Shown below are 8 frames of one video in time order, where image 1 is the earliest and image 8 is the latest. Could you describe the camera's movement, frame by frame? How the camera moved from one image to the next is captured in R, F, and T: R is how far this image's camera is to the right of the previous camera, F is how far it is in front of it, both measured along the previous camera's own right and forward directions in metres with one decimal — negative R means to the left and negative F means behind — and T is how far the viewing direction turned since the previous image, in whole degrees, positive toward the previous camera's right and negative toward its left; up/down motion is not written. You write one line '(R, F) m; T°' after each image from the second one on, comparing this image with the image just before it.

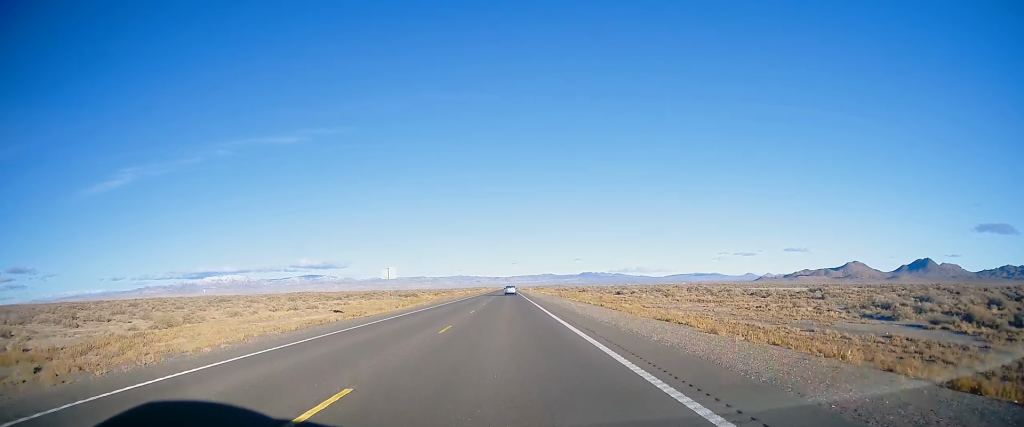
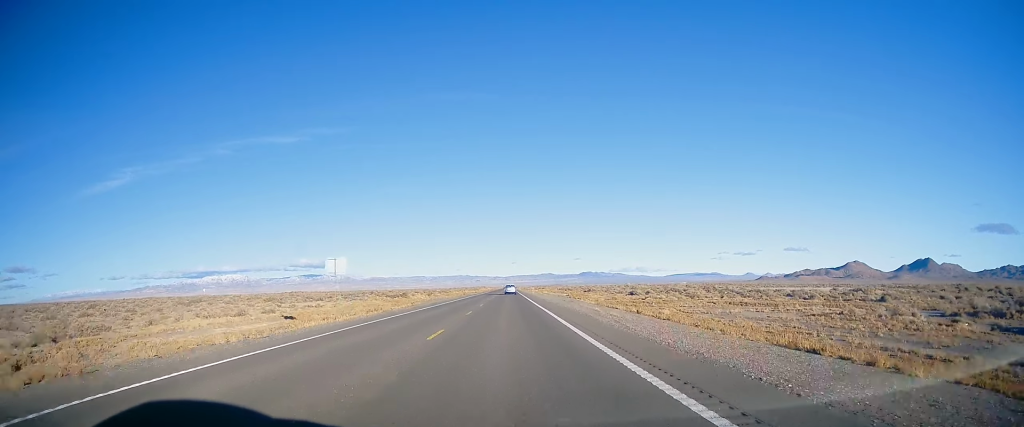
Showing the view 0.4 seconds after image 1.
(-0.2, +14.3) m; 0°
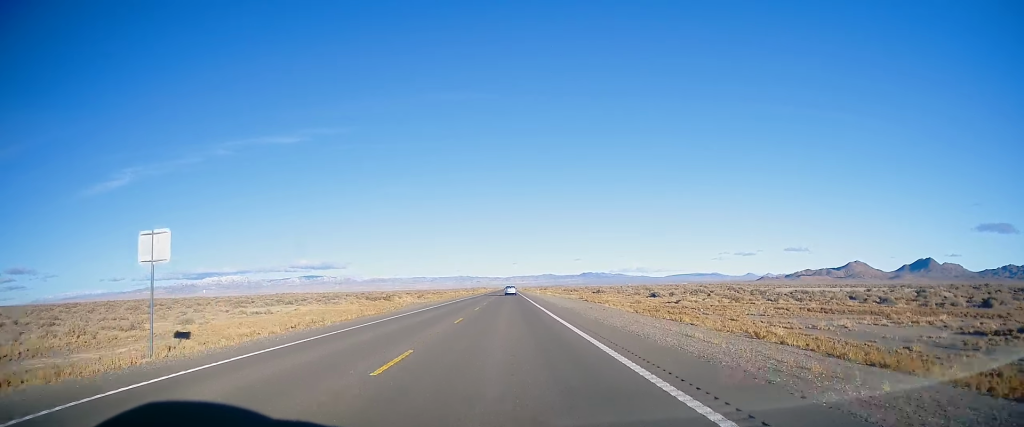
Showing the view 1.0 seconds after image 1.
(+0.1, +17.6) m; 0°
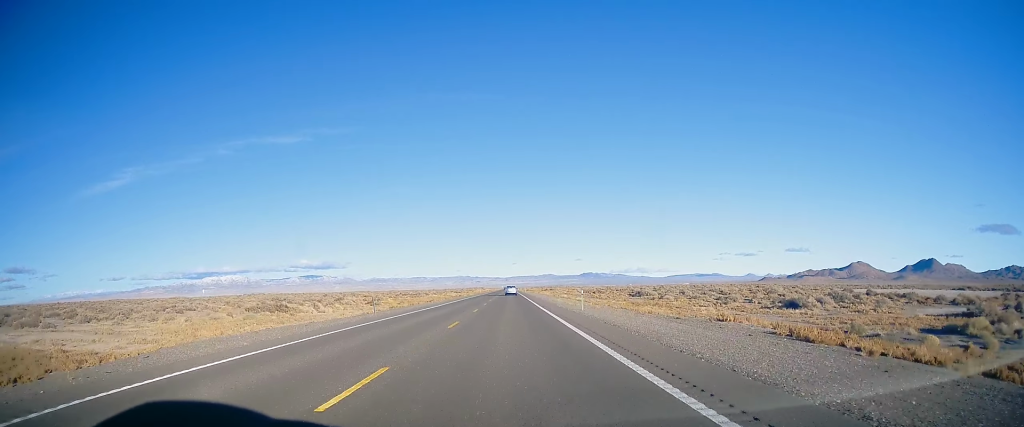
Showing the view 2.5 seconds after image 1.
(+0.2, +50.5) m; -1°
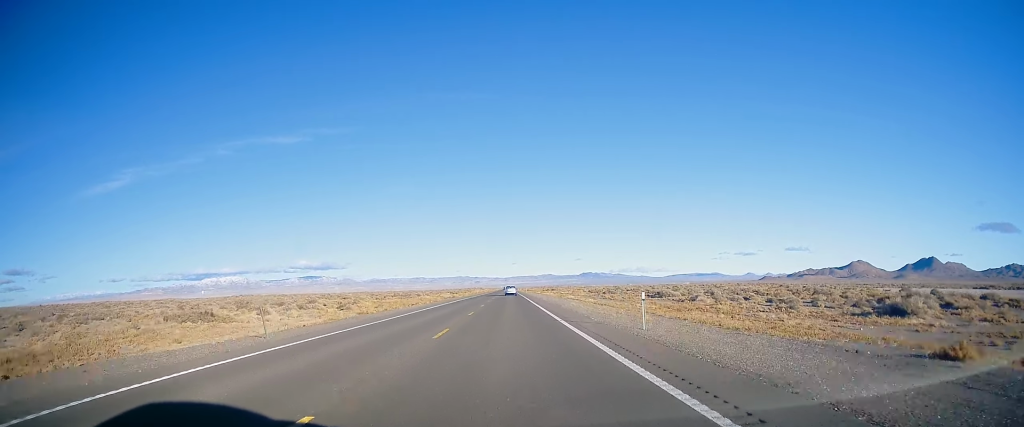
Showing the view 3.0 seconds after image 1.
(-0.1, +15.4) m; 0°
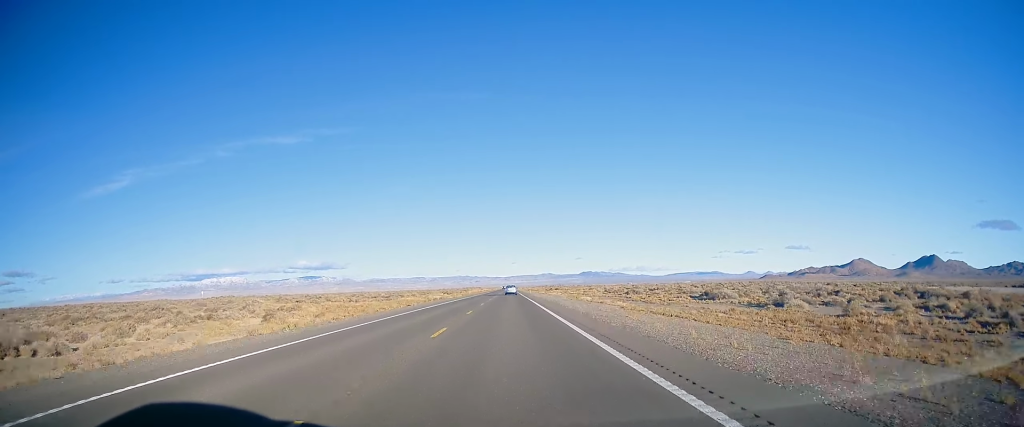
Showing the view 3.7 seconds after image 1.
(-0.2, +24.3) m; 0°
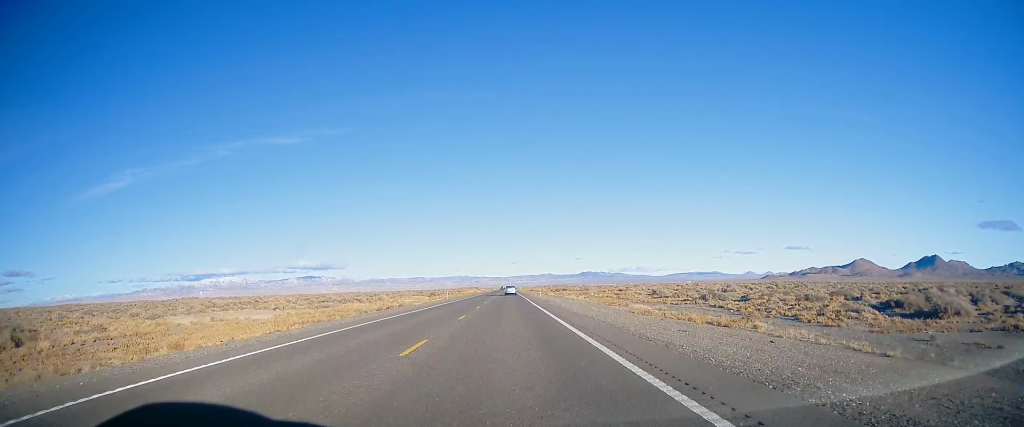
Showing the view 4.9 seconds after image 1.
(+0.6, +40.0) m; +1°
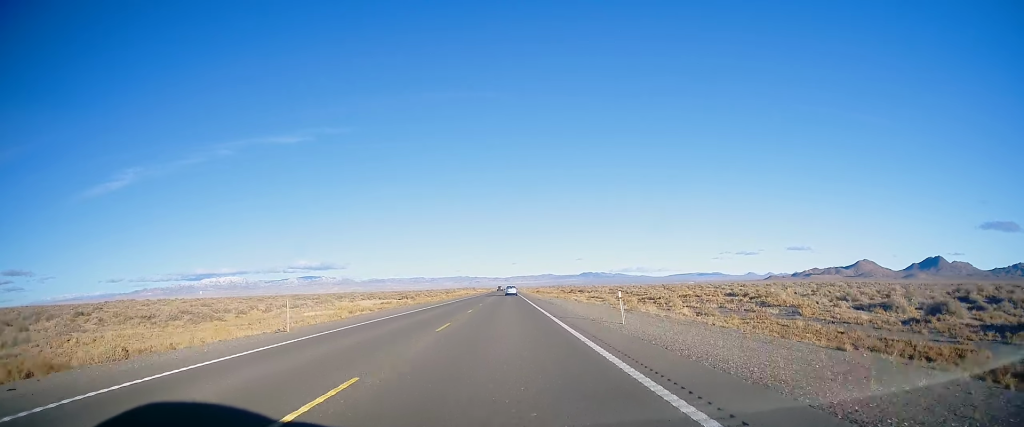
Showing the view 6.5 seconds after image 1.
(+0.1, +54.2) m; -1°
